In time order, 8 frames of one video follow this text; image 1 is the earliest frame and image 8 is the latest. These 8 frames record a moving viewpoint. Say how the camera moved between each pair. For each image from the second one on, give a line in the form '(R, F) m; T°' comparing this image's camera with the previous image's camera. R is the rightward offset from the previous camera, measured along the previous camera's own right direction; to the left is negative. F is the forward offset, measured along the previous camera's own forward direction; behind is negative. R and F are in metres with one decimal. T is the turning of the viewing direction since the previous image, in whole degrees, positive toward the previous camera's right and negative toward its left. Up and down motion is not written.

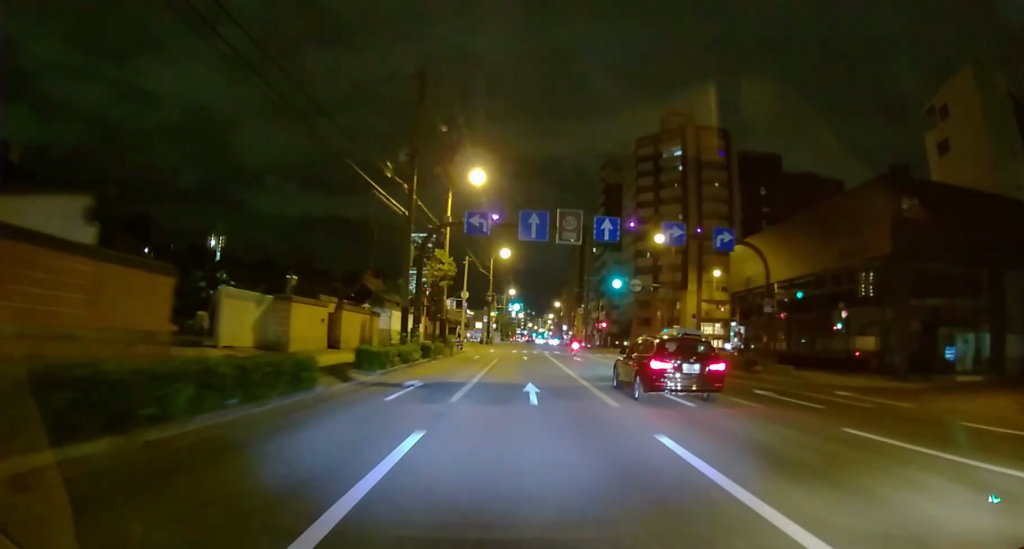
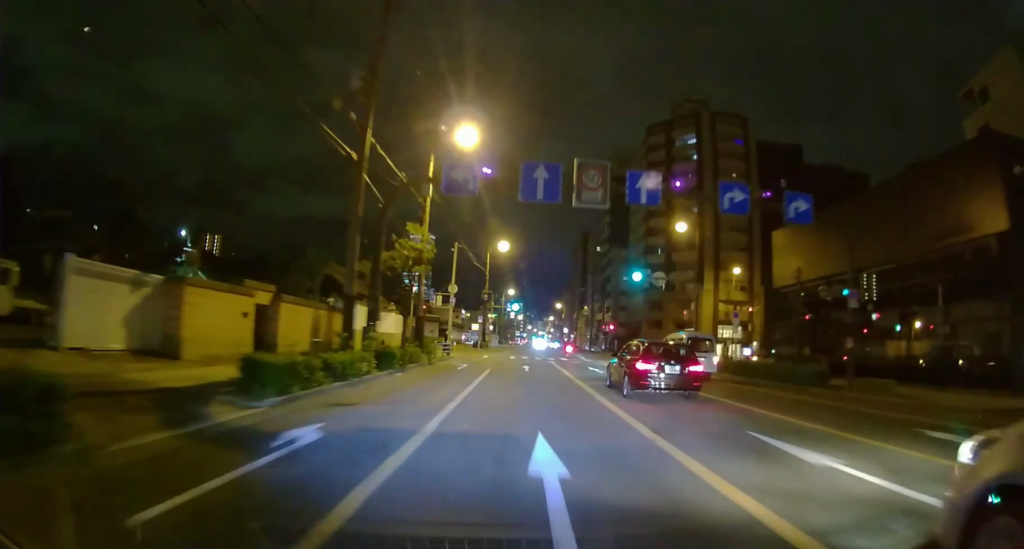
(0.0, +7.9) m; 0°
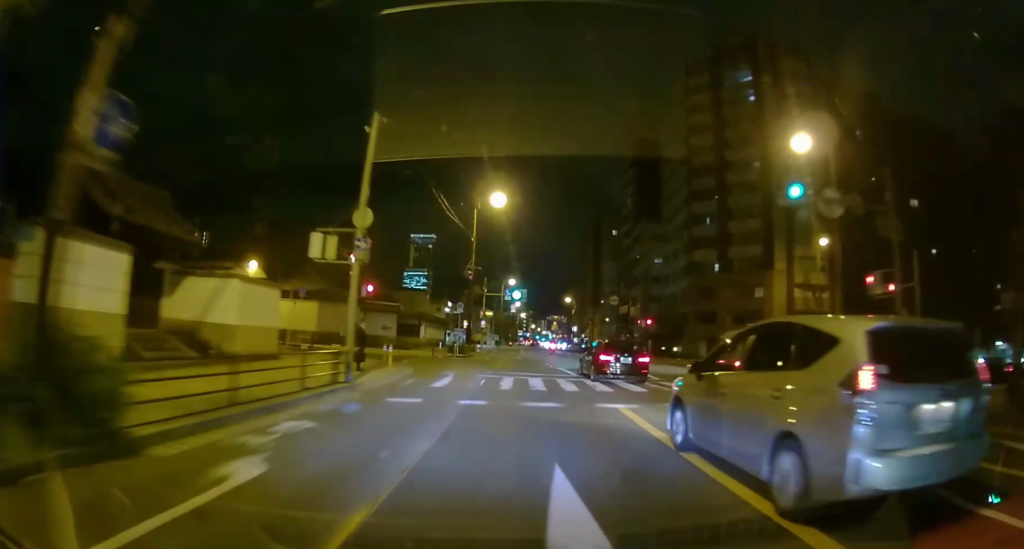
(+0.1, +21.6) m; +1°
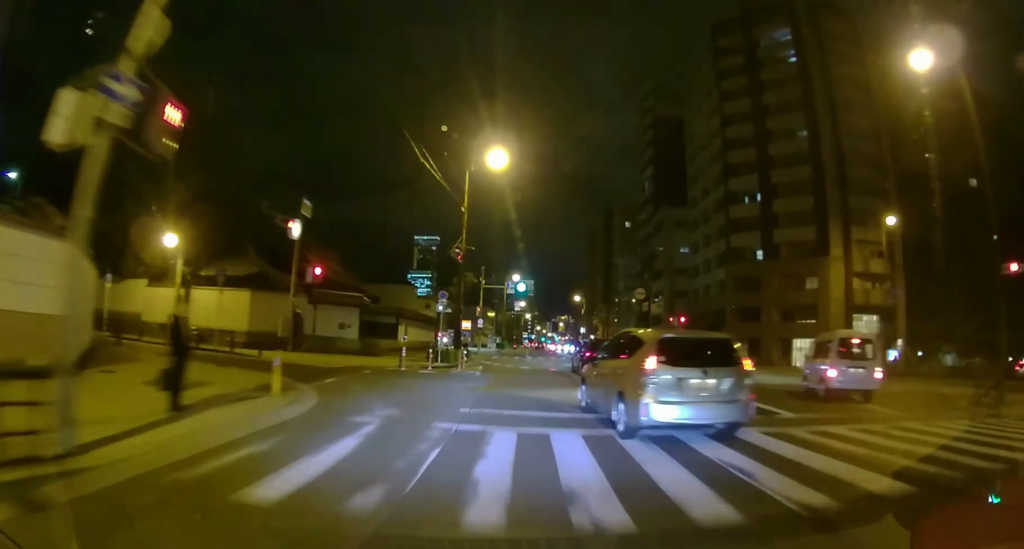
(0.0, +10.6) m; 0°
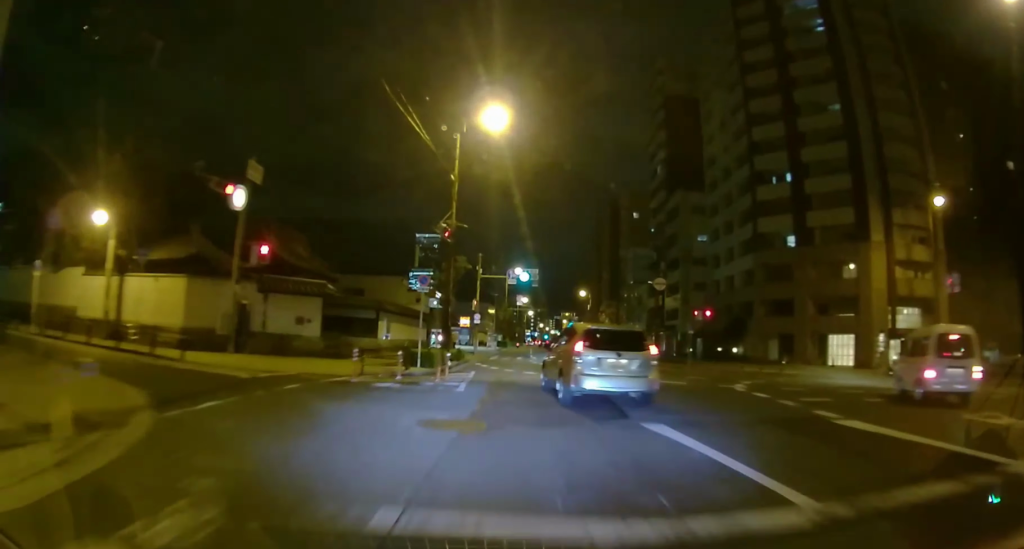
(0.0, +5.8) m; 0°
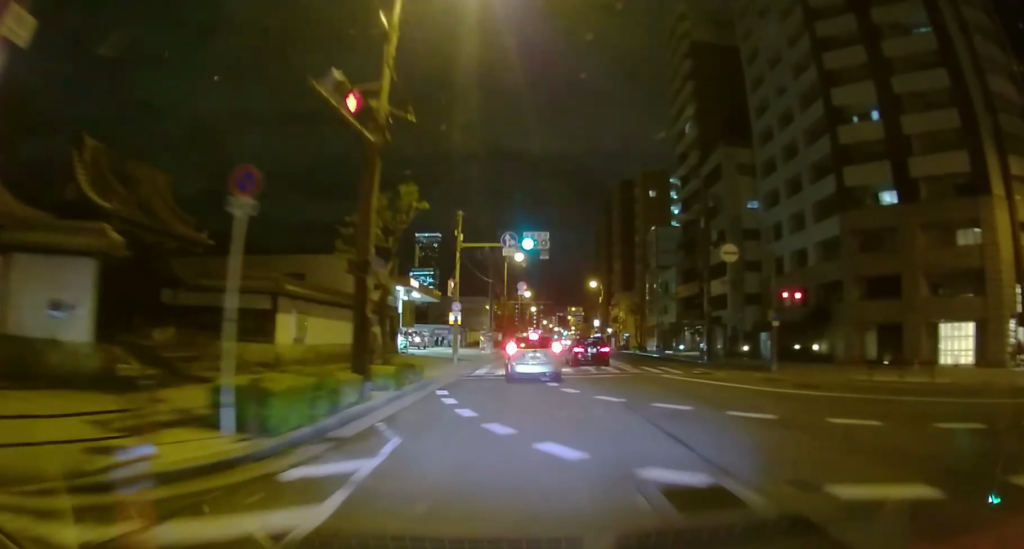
(0.0, +14.1) m; 0°
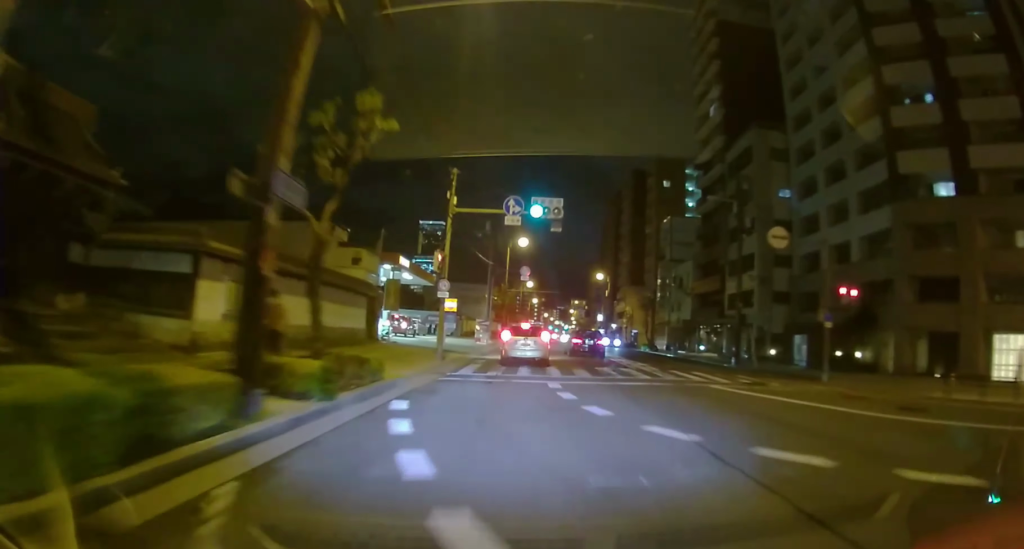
(0.0, +5.1) m; 0°
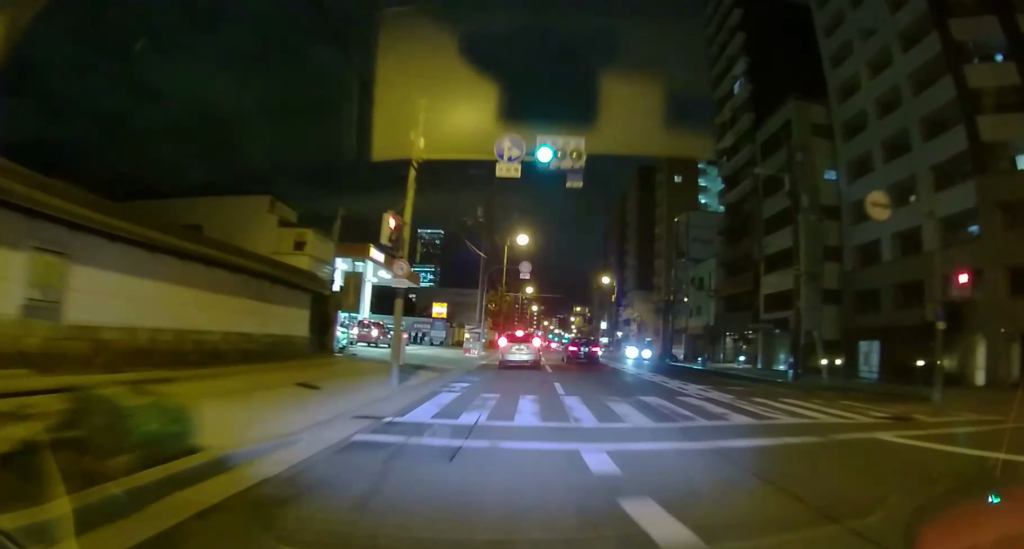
(0.0, +7.6) m; 0°
